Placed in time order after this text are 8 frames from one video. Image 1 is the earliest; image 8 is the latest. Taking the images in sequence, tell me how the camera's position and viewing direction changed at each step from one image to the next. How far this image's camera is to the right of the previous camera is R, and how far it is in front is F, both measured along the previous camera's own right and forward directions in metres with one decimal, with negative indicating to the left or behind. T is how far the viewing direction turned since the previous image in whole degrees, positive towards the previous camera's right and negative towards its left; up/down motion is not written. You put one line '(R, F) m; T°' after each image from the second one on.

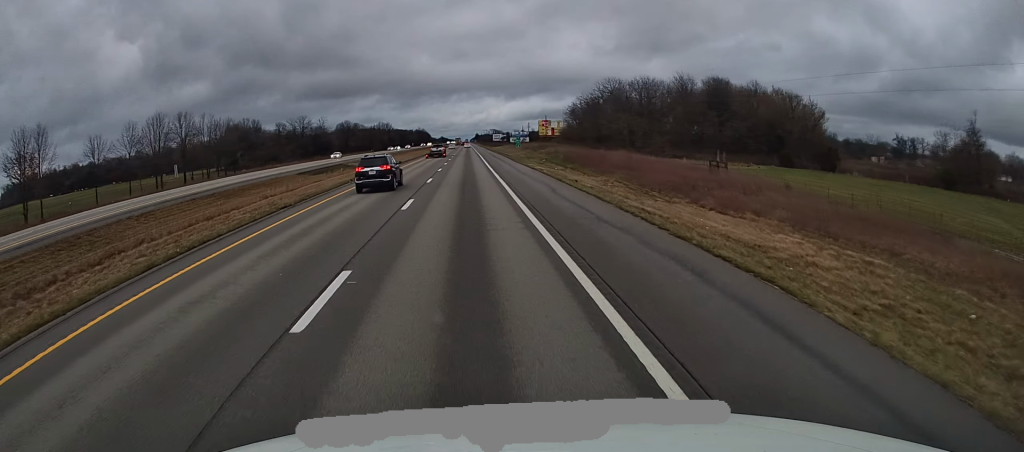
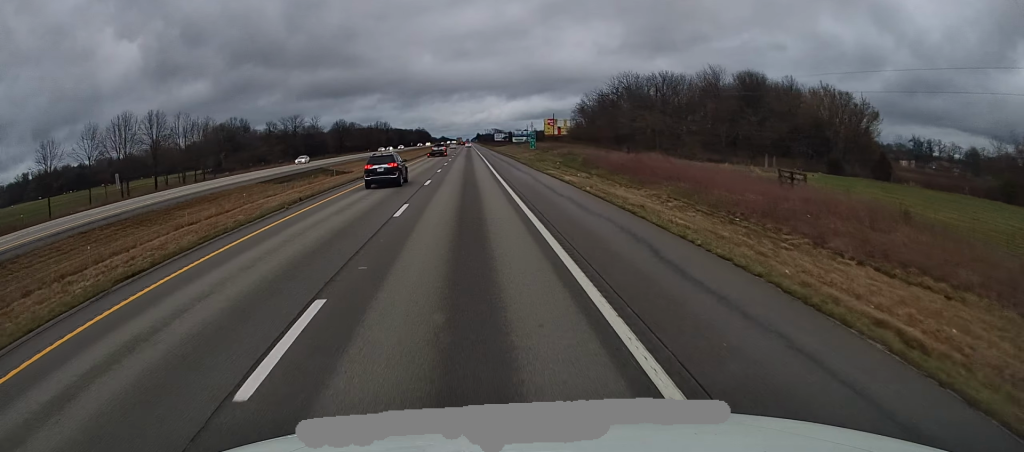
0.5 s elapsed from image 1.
(-0.2, +14.0) m; 0°
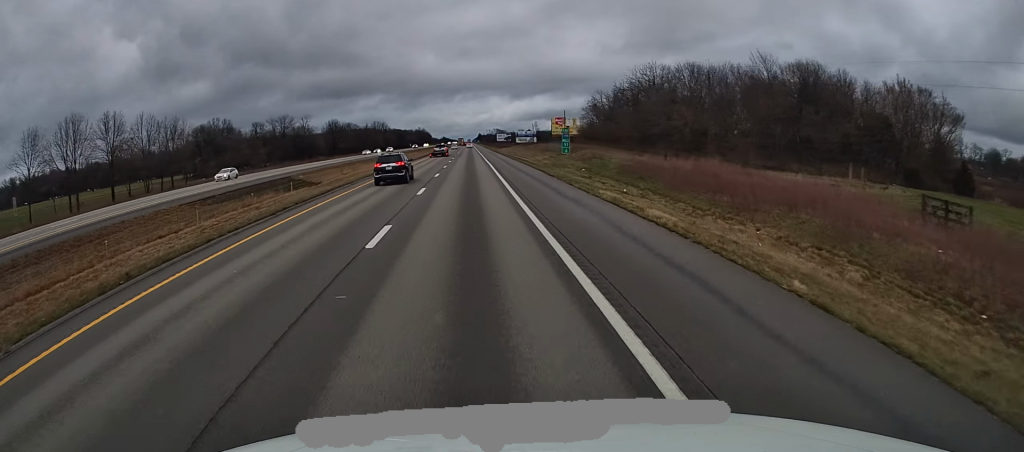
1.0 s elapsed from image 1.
(+0.1, +17.0) m; 0°
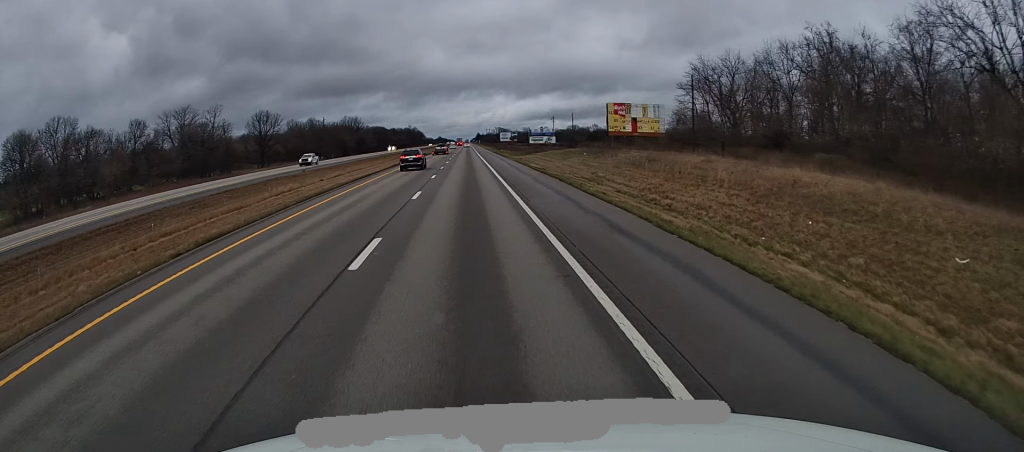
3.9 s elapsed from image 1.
(+1.1, +87.2) m; +1°
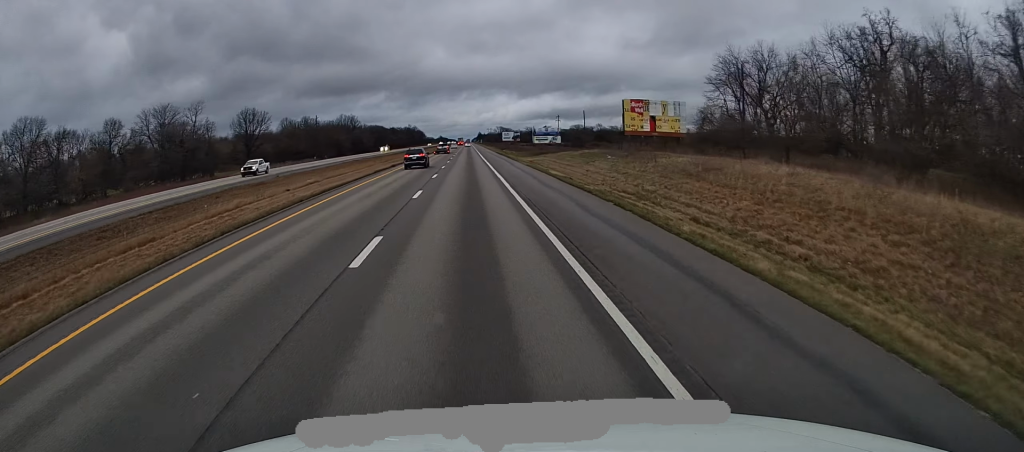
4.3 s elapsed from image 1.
(0.0, +12.1) m; -1°
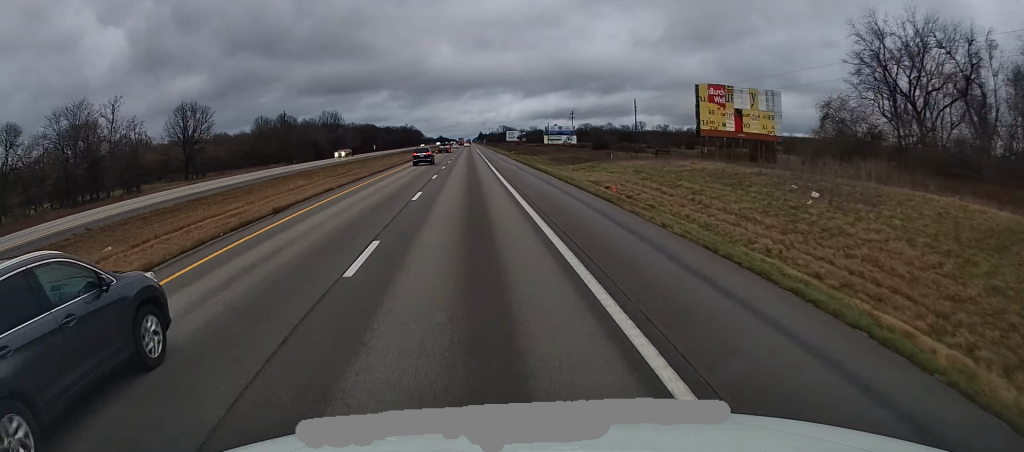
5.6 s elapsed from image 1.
(-0.7, +37.1) m; 0°
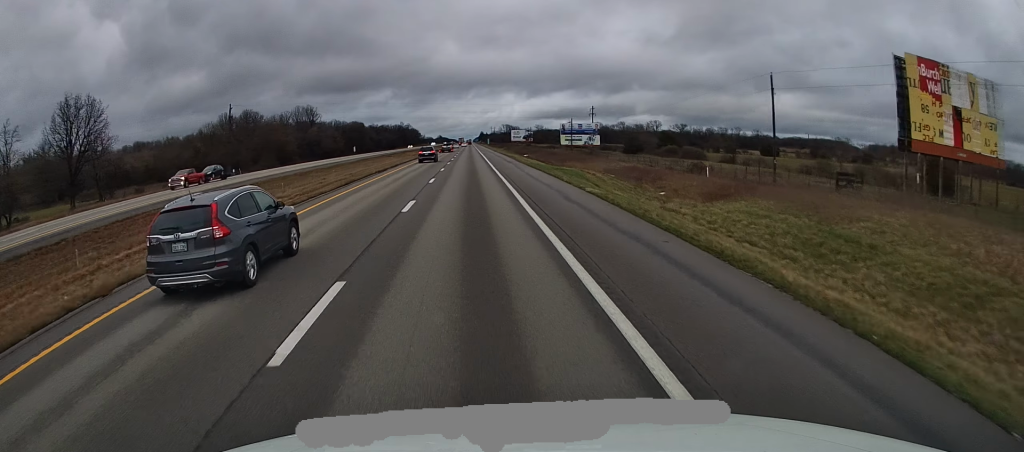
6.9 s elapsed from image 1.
(+1.1, +40.1) m; +1°
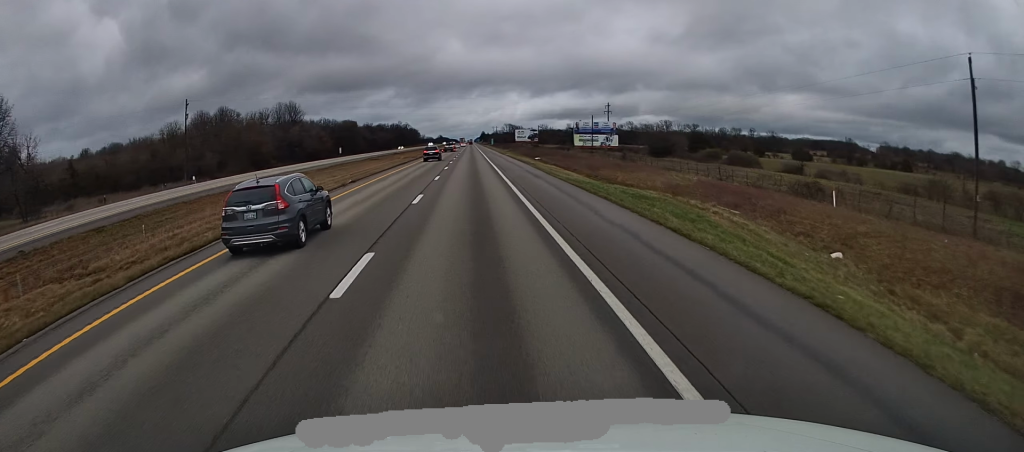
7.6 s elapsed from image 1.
(-0.2, +22.1) m; 0°
